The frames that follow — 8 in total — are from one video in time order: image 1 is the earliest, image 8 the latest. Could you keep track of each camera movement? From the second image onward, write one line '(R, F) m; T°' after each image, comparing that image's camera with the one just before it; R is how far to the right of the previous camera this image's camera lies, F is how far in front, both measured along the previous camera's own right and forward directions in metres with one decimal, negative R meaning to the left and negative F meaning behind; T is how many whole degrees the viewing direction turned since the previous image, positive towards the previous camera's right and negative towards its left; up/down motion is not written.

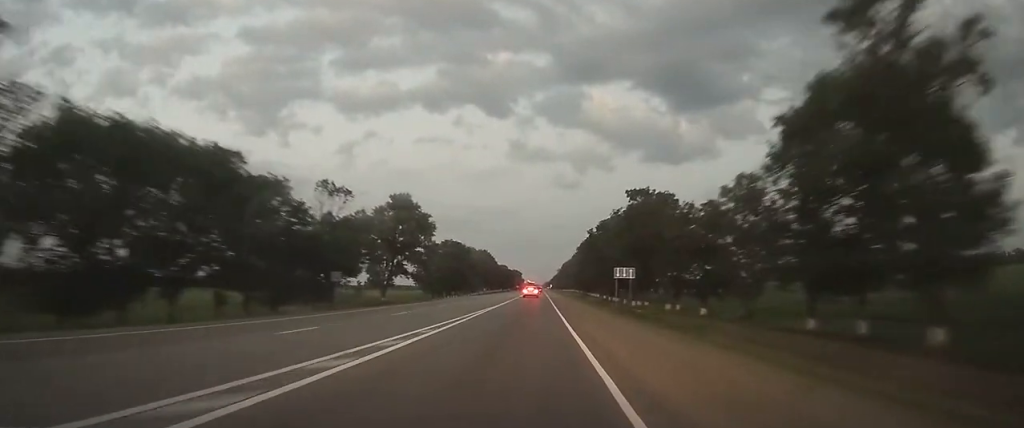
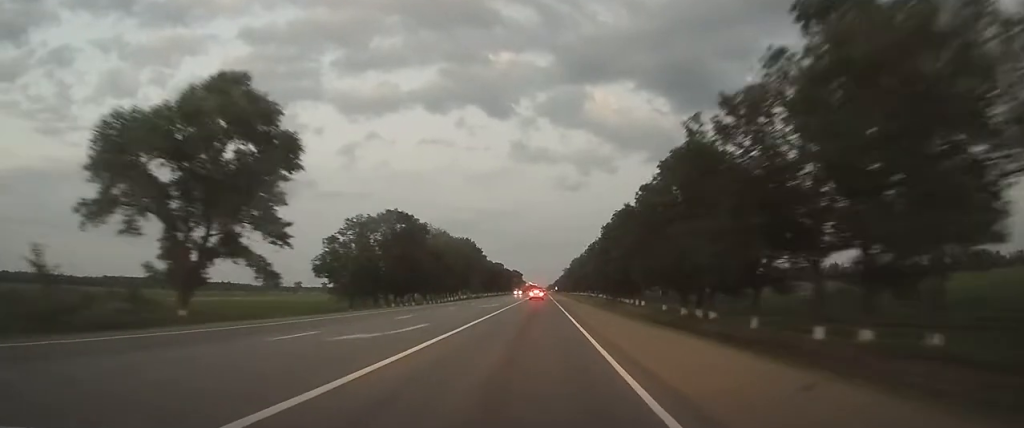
(-0.4, +61.2) m; -1°
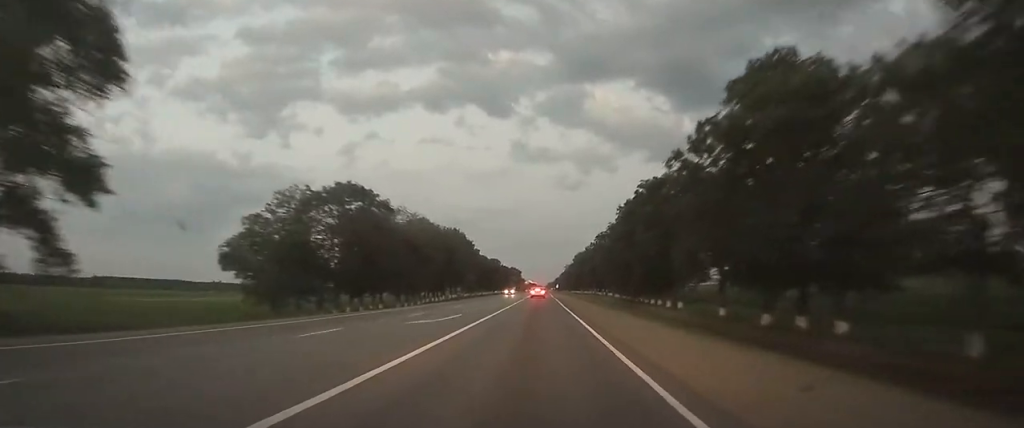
(0.0, +22.6) m; 0°
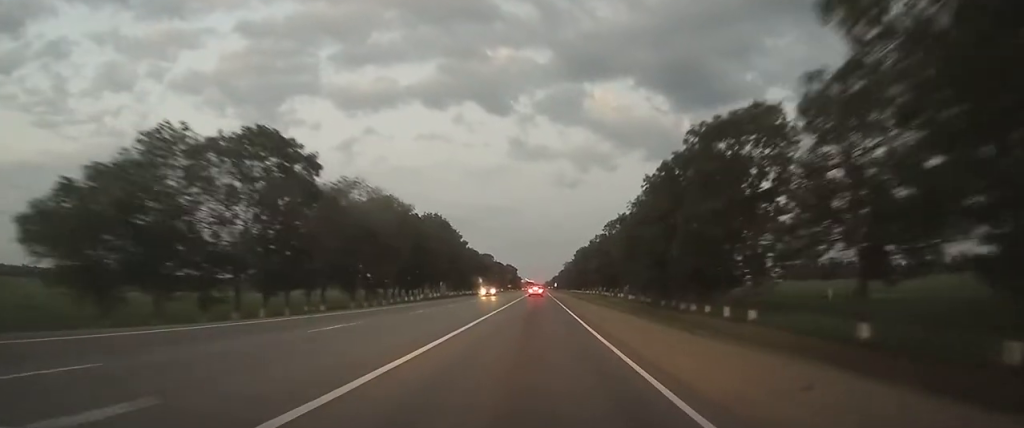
(0.0, +22.6) m; 0°
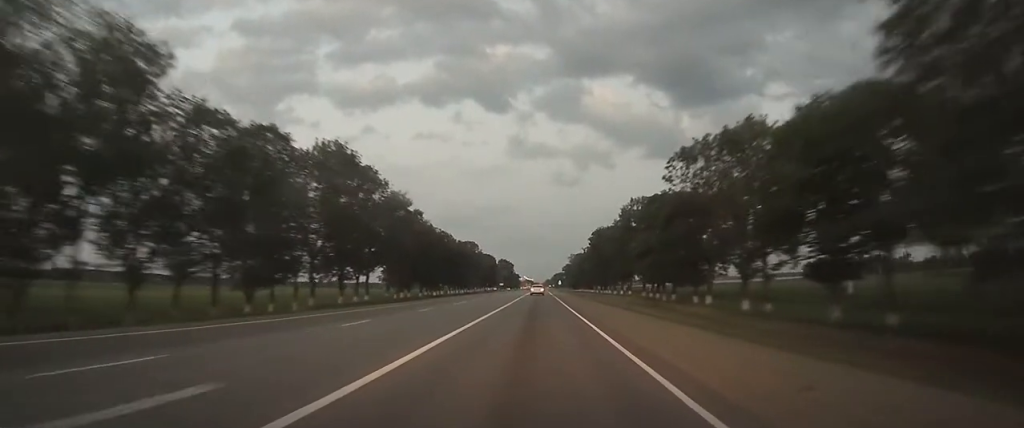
(+0.2, +58.2) m; 0°
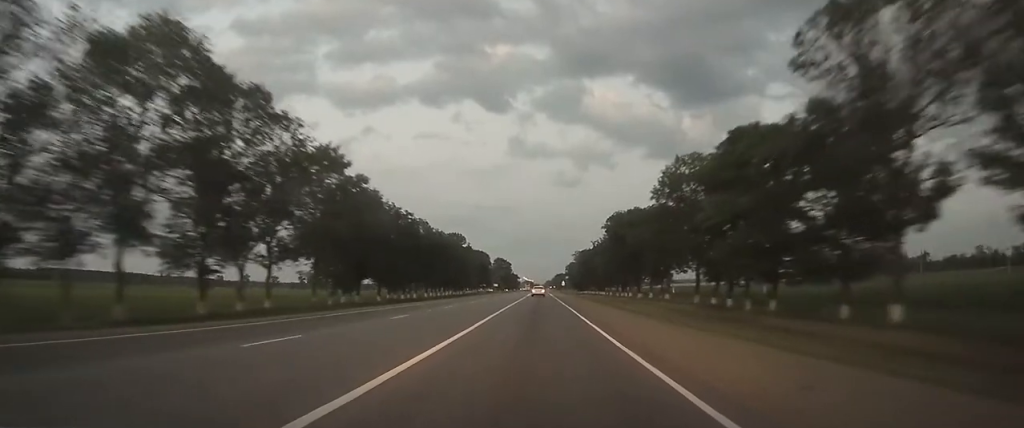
(0.0, +30.4) m; 0°
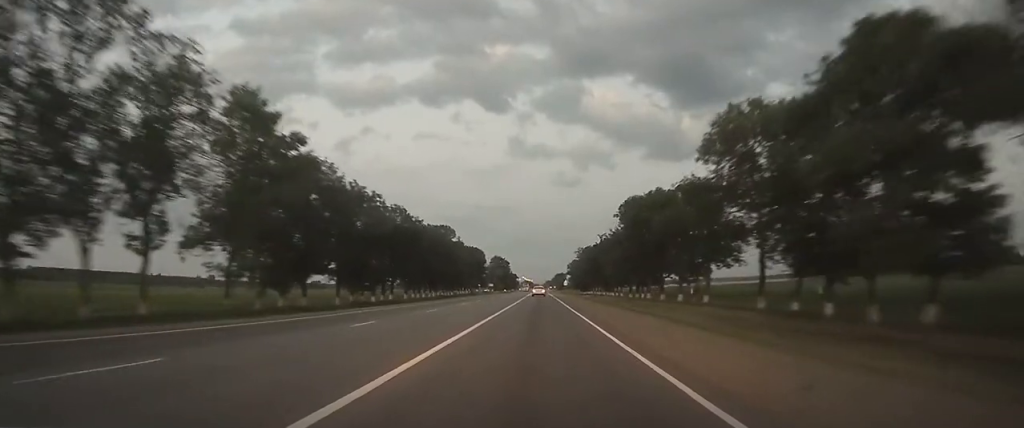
(0.0, +17.8) m; 0°
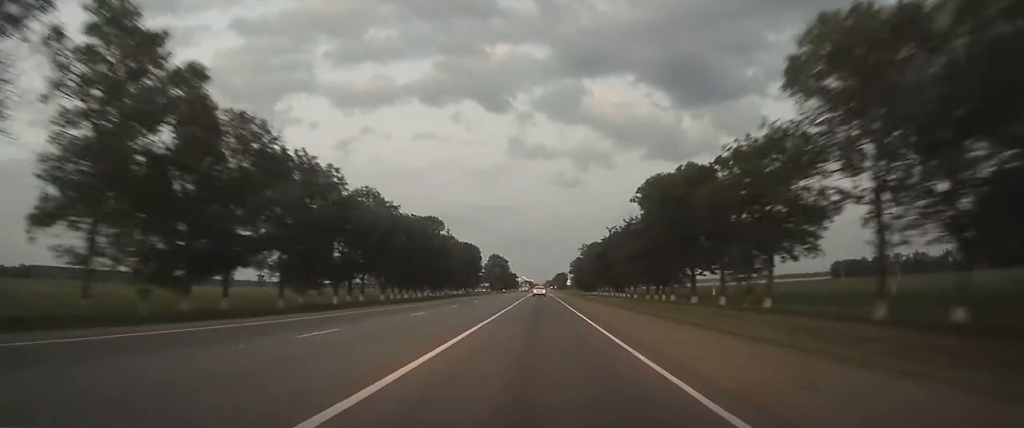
(0.0, +15.7) m; 0°
